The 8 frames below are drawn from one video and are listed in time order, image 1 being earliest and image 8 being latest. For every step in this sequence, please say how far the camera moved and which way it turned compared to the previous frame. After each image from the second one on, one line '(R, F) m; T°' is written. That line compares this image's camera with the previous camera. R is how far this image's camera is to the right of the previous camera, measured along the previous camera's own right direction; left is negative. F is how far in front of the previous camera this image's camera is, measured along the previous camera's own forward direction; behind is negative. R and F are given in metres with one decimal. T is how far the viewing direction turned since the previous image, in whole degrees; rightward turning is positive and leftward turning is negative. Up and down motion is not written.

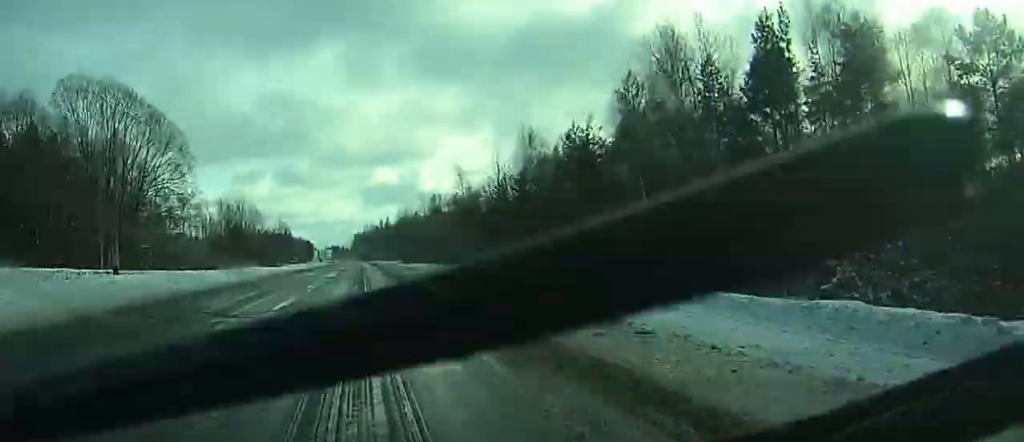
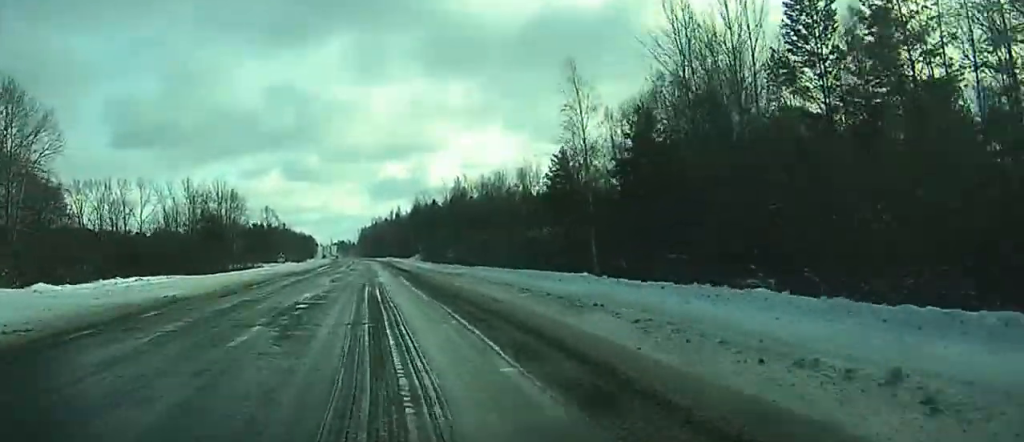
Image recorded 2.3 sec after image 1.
(+0.6, +56.3) m; +1°
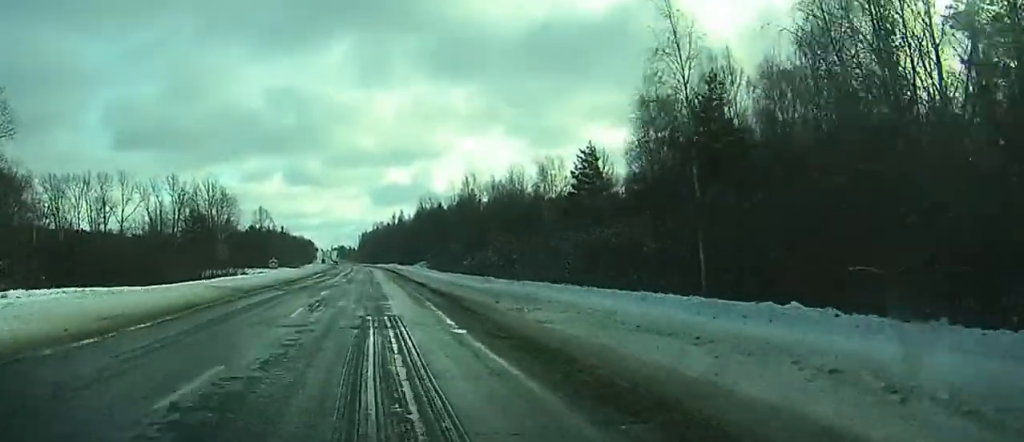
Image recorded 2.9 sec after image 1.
(+0.1, +16.5) m; -2°
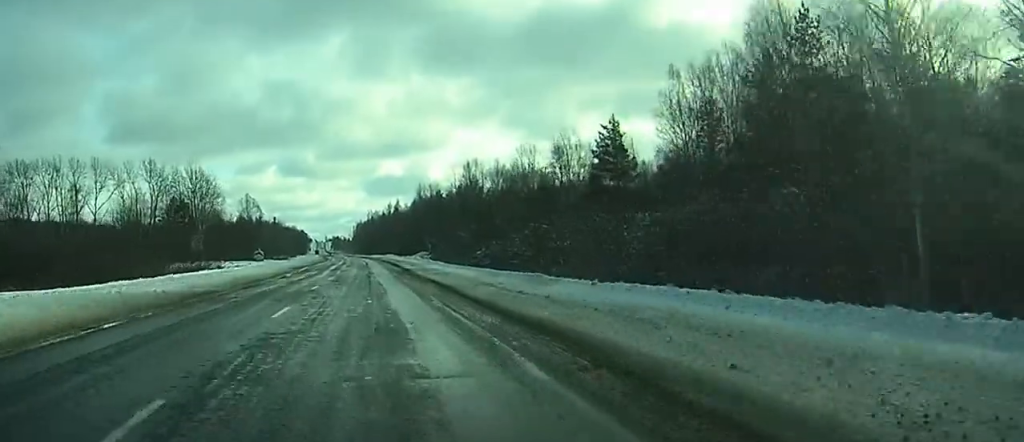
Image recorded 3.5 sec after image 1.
(-0.4, +14.8) m; -1°
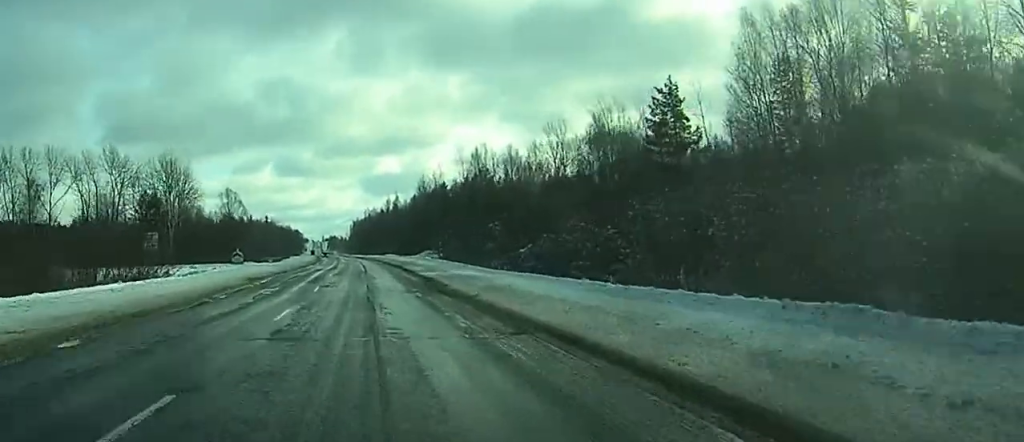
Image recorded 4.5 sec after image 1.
(-0.4, +23.2) m; 0°
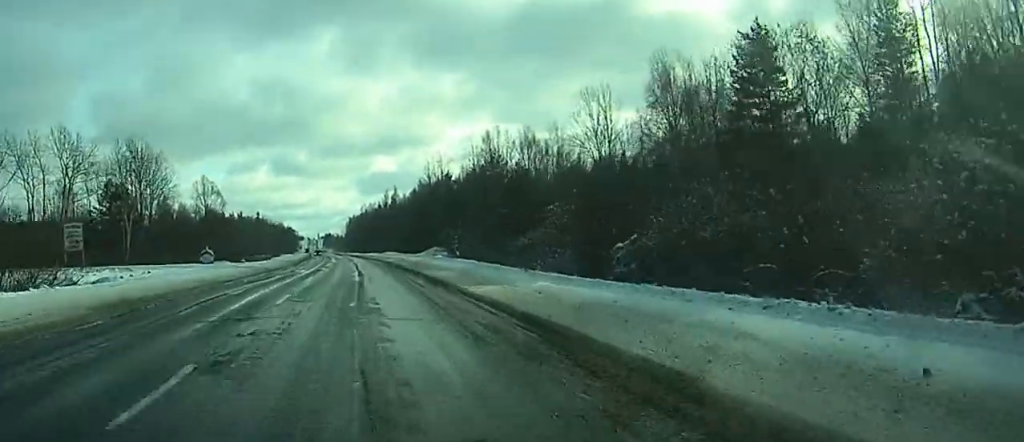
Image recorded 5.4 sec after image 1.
(+0.6, +22.6) m; +2°
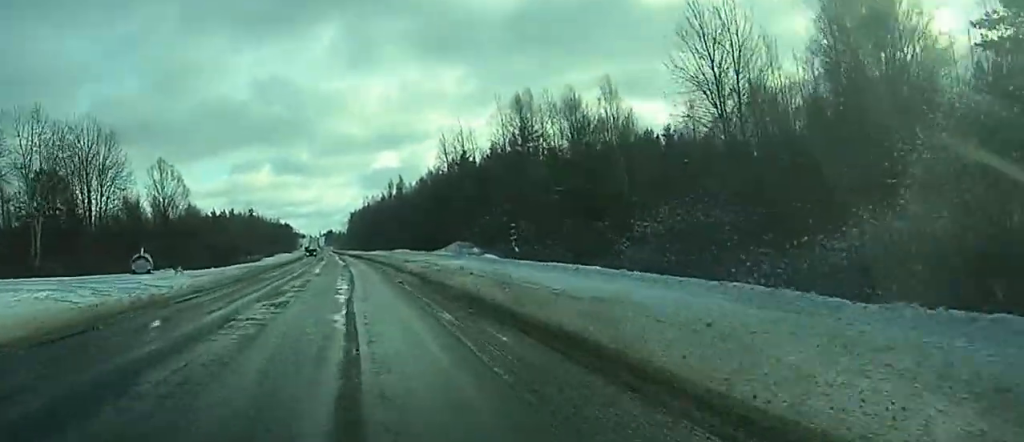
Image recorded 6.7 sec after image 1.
(0.0, +32.9) m; 0°
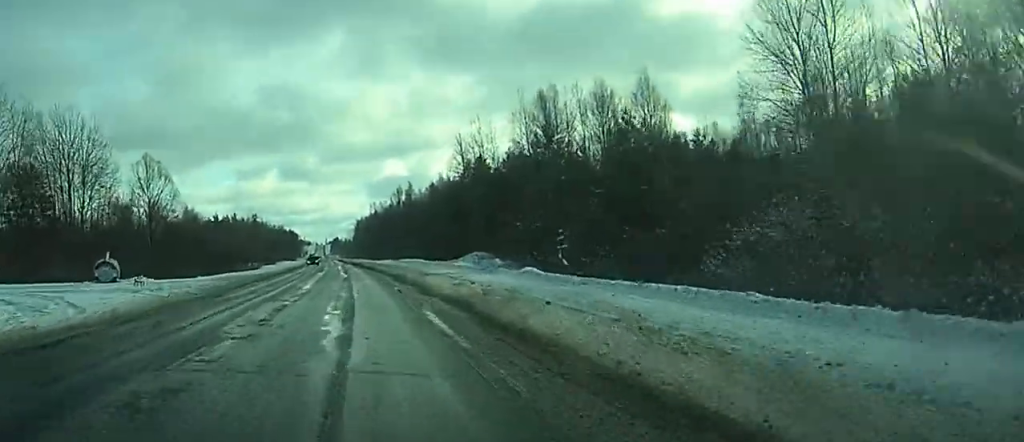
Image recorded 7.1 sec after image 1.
(0.0, +11.8) m; 0°
